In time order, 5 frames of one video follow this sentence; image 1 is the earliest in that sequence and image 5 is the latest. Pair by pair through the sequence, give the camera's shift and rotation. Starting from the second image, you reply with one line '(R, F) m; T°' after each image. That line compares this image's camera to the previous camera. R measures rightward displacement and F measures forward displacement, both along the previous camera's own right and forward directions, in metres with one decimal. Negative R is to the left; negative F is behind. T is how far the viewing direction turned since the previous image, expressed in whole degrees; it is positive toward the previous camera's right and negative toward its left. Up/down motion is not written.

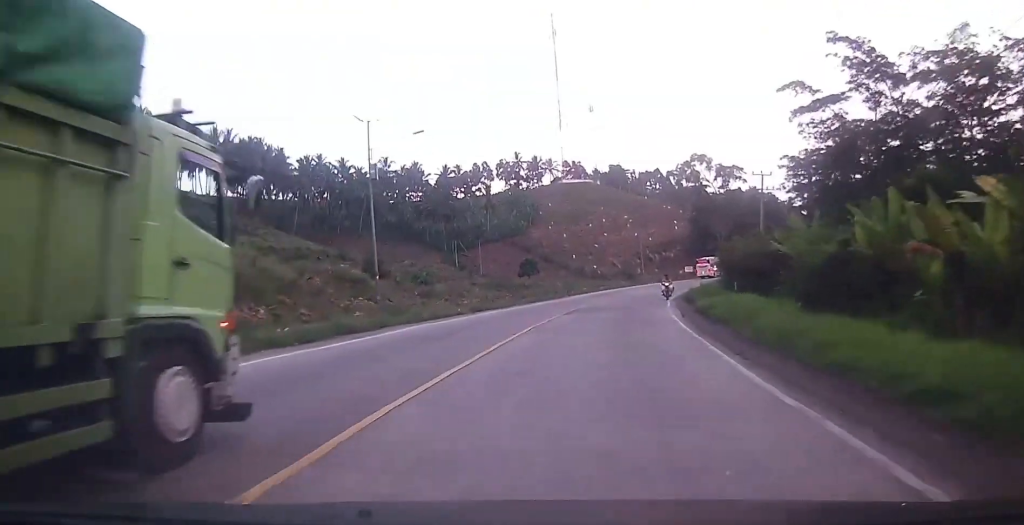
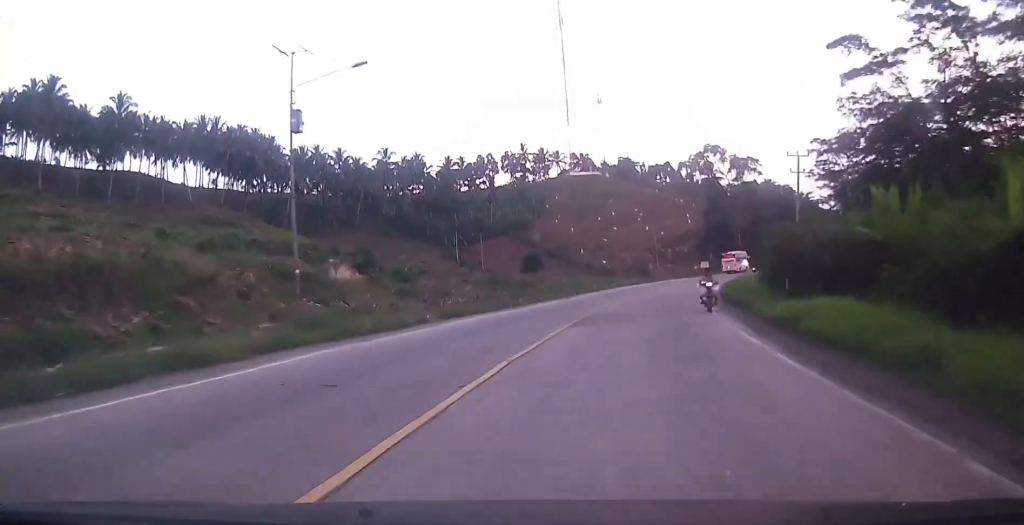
(0.0, +8.6) m; +1°
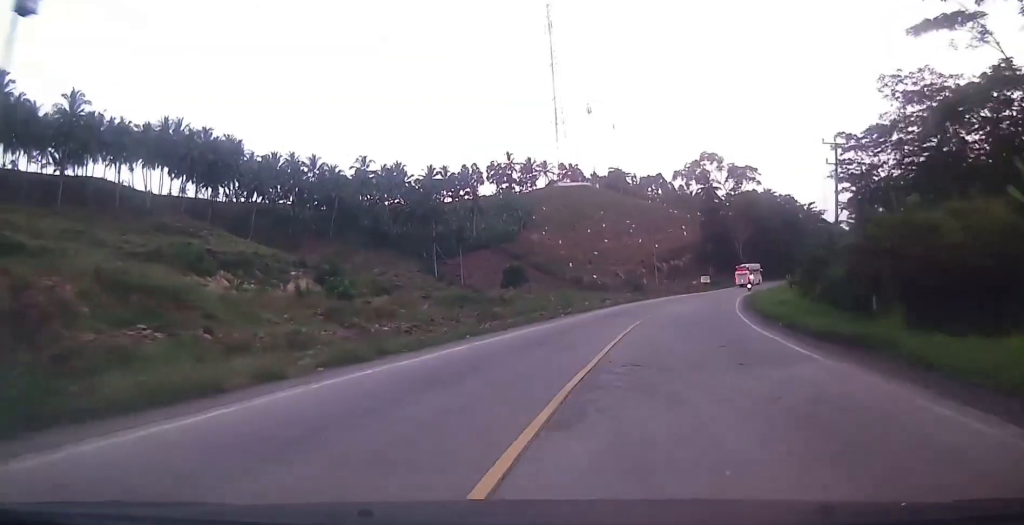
(+0.4, +10.9) m; 0°
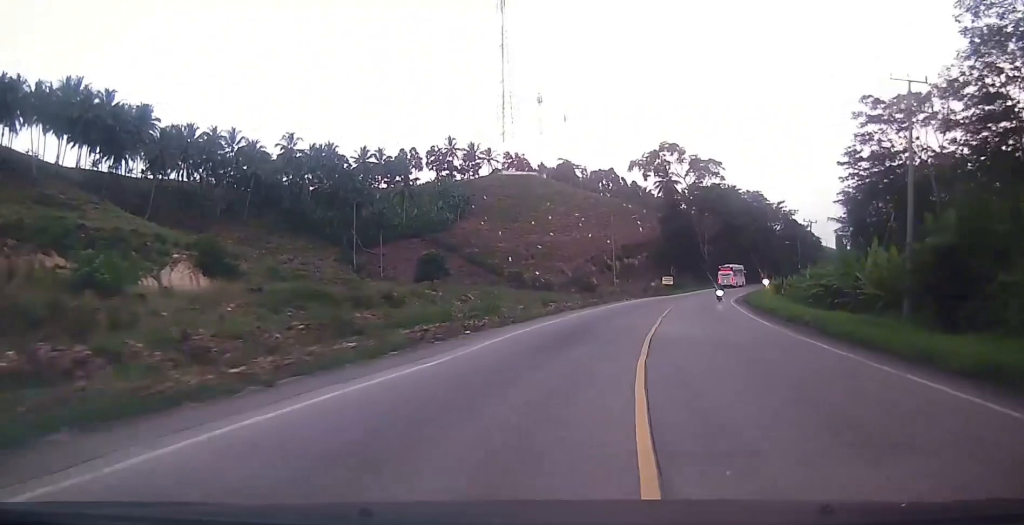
(-0.3, +17.8) m; +1°
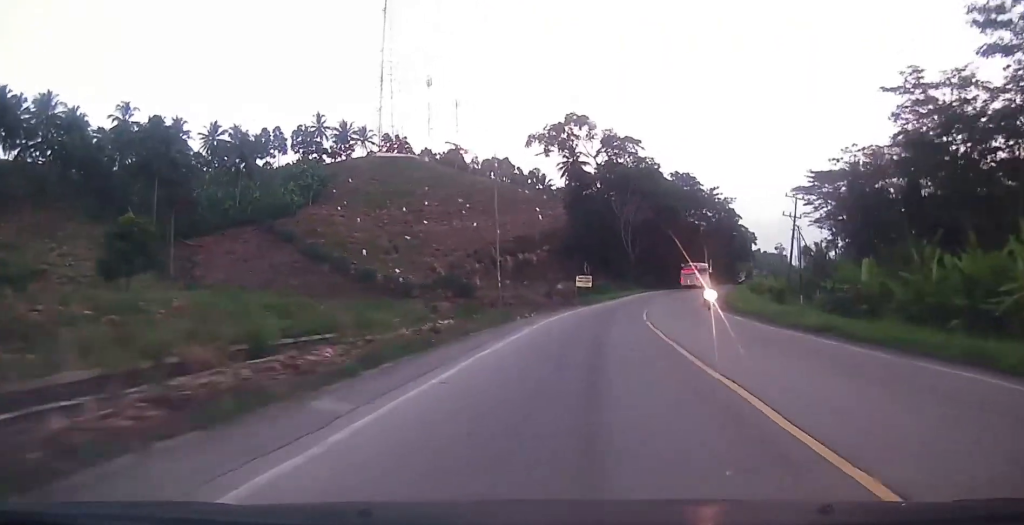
(+2.3, +32.2) m; +10°
